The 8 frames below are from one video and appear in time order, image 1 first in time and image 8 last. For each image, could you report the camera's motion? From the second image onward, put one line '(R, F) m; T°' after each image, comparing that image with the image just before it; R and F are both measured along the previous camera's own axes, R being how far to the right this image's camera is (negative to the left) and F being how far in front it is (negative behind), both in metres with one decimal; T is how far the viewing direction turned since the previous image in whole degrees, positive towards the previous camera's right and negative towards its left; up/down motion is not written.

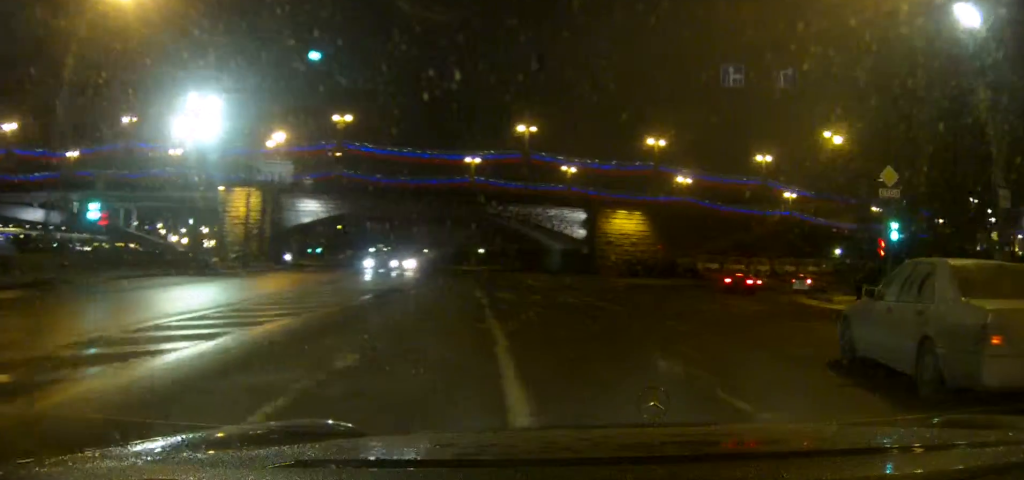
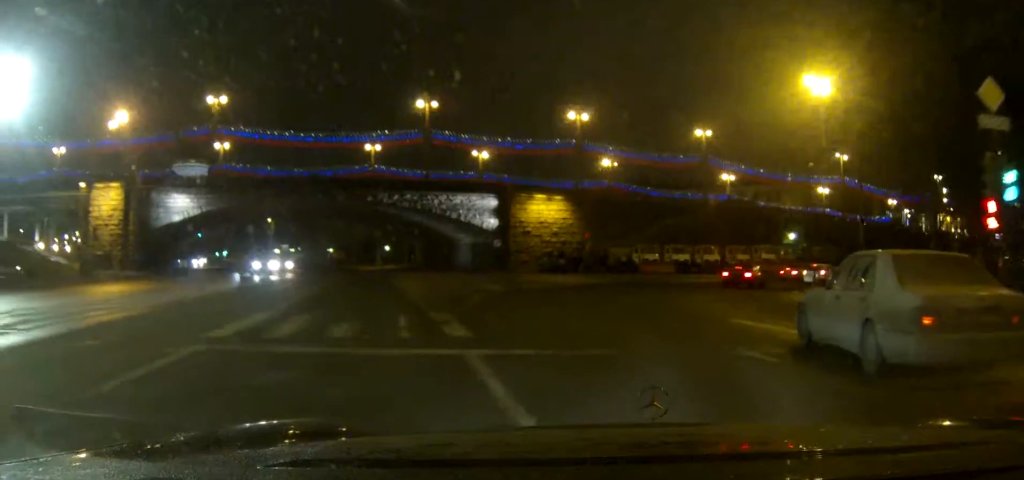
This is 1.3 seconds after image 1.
(+0.7, +14.0) m; +7°
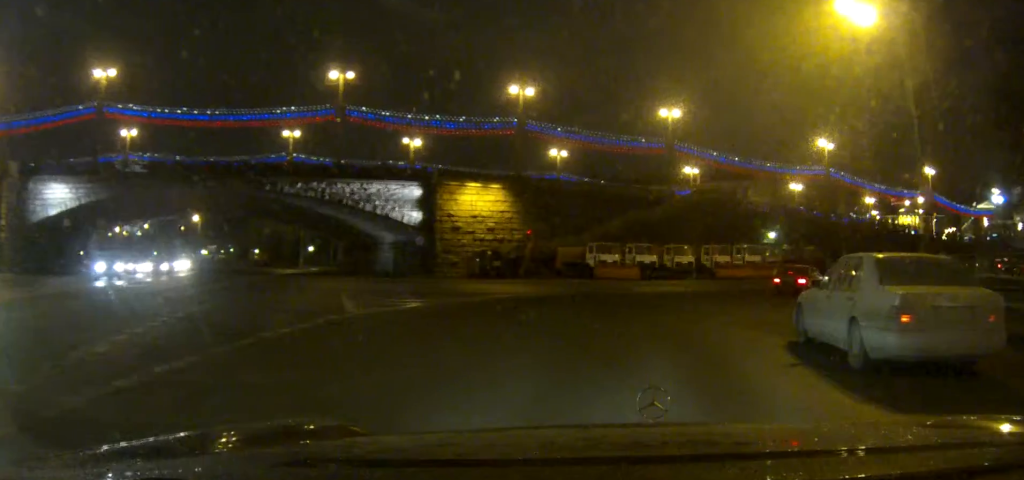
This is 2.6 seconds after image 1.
(+0.6, +14.1) m; +5°
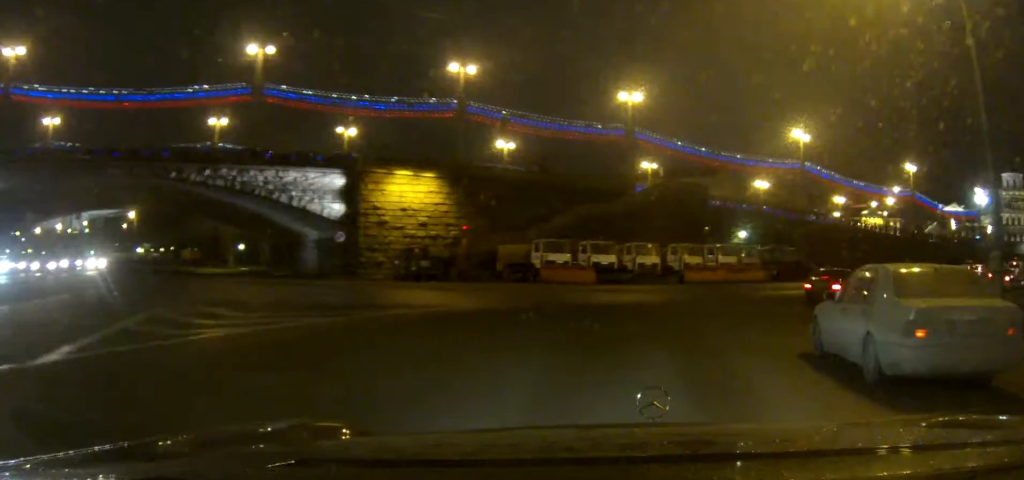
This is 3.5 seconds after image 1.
(+0.3, +8.8) m; +4°
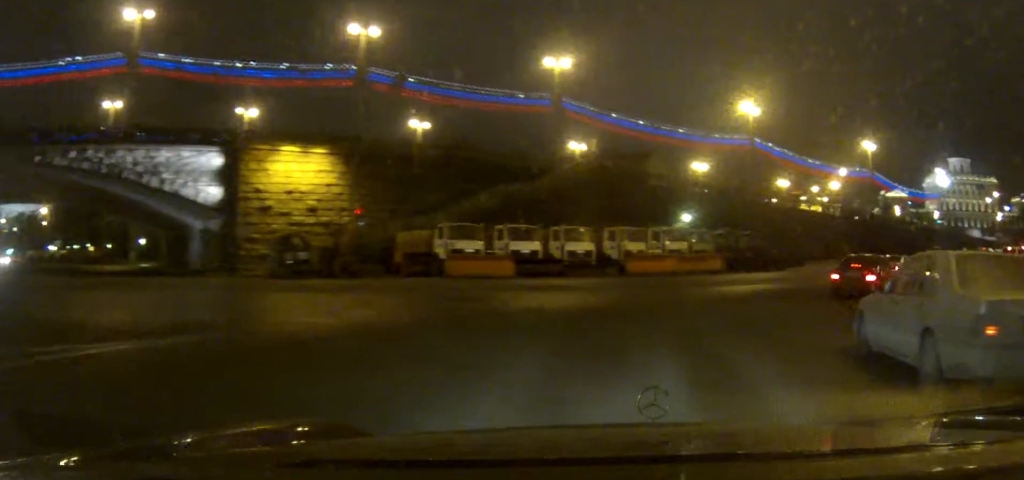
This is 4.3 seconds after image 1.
(+0.5, +9.1) m; +5°
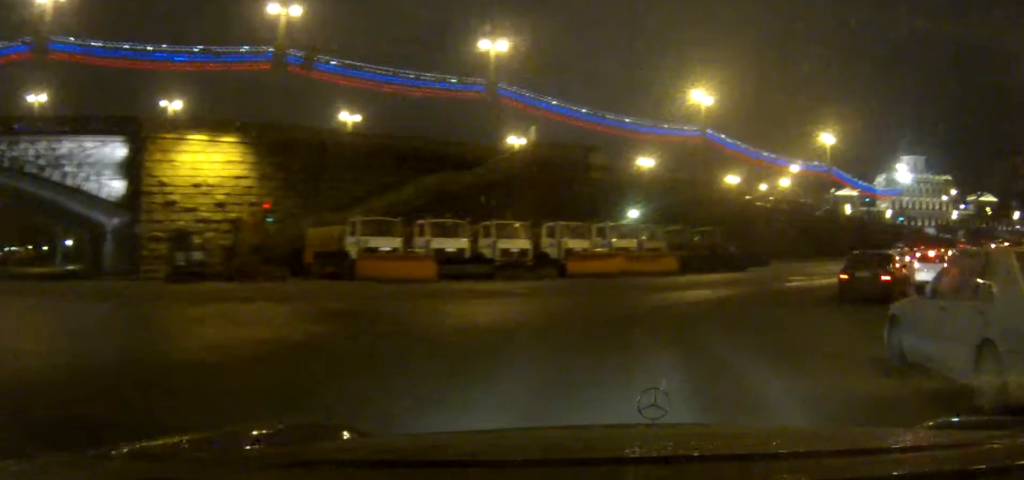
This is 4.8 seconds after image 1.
(+0.2, +5.0) m; +3°
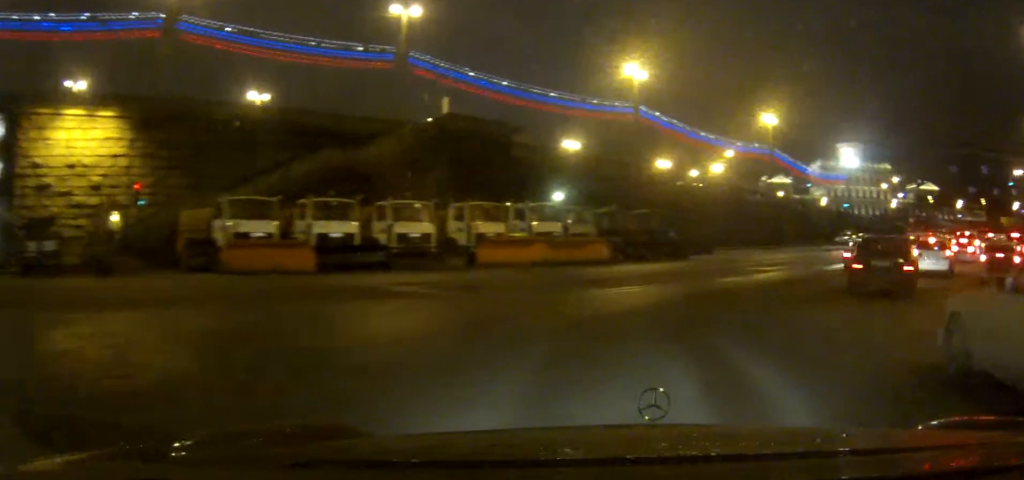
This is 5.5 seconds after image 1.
(+0.1, +6.2) m; +5°
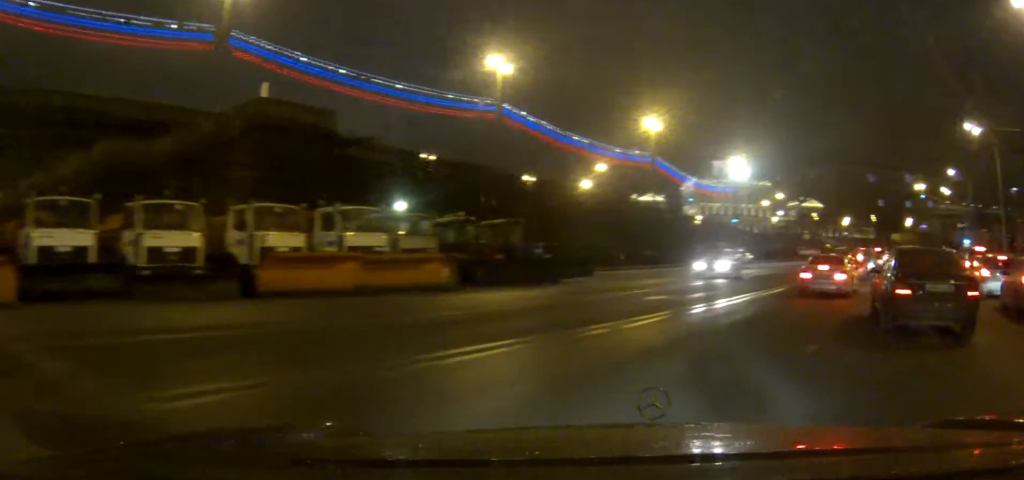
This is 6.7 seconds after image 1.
(+1.0, +9.9) m; +12°
